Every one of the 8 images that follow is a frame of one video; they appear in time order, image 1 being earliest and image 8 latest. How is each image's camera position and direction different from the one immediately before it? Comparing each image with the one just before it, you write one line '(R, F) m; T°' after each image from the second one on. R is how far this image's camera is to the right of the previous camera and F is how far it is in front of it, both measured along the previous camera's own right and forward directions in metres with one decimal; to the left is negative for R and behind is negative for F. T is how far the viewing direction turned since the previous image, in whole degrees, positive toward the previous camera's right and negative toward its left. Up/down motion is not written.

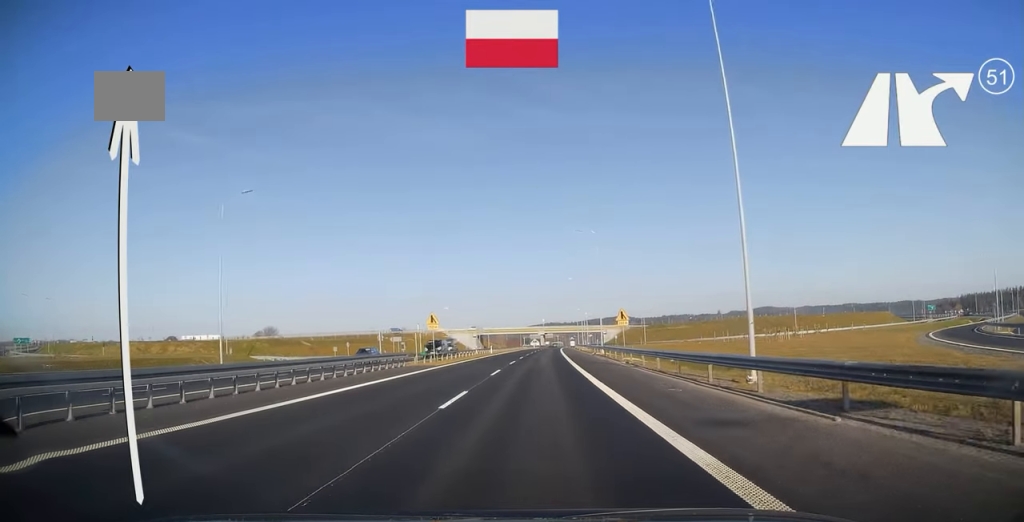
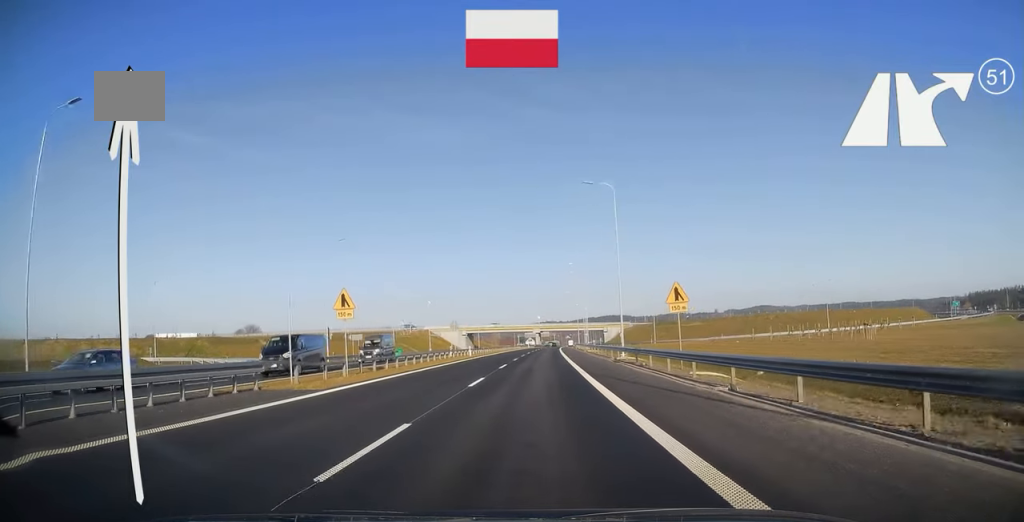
(+0.1, +18.4) m; 0°
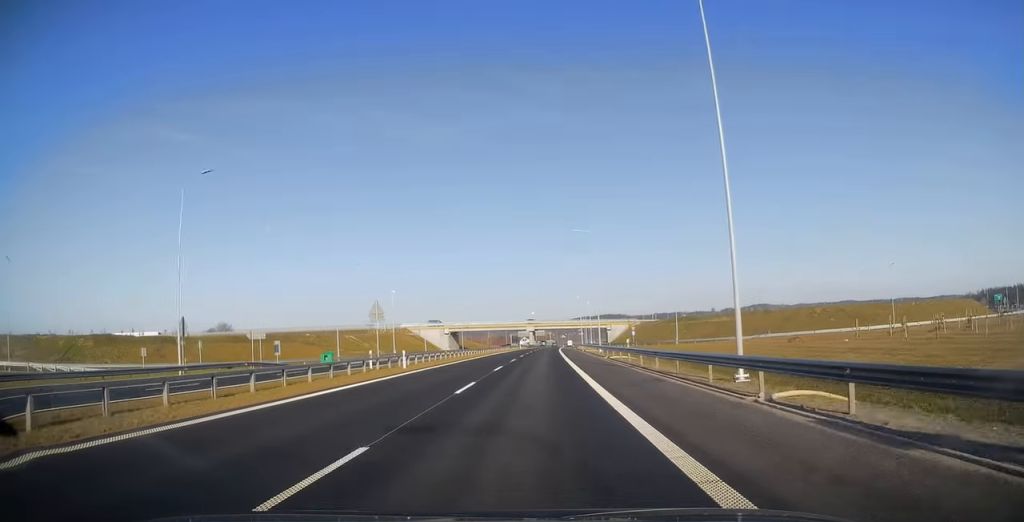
(+0.1, +26.1) m; 0°
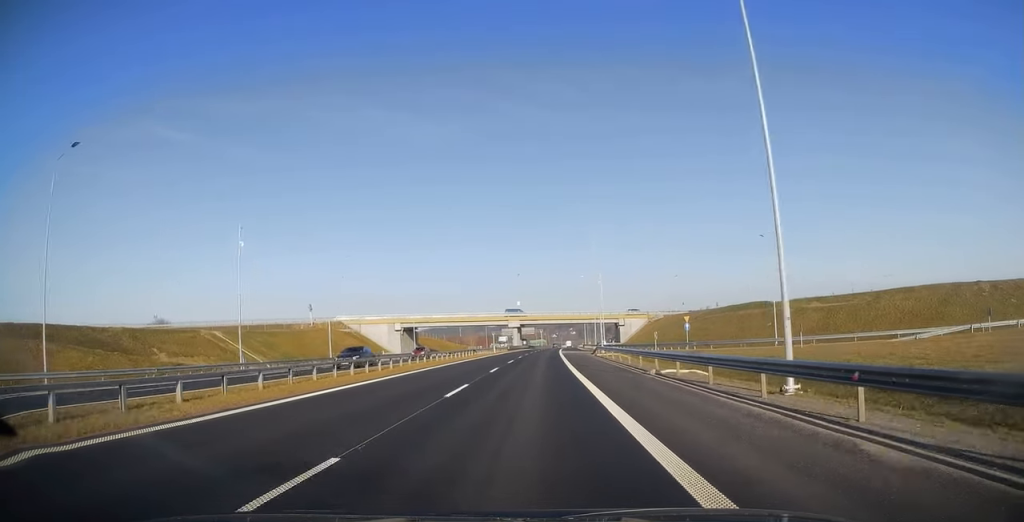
(0.0, +48.4) m; +1°
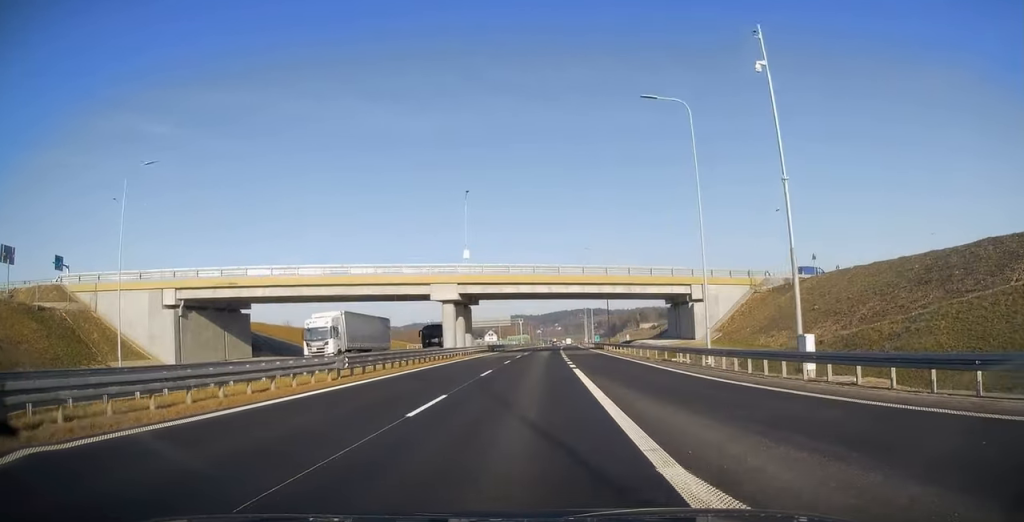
(+1.1, +75.6) m; +1°
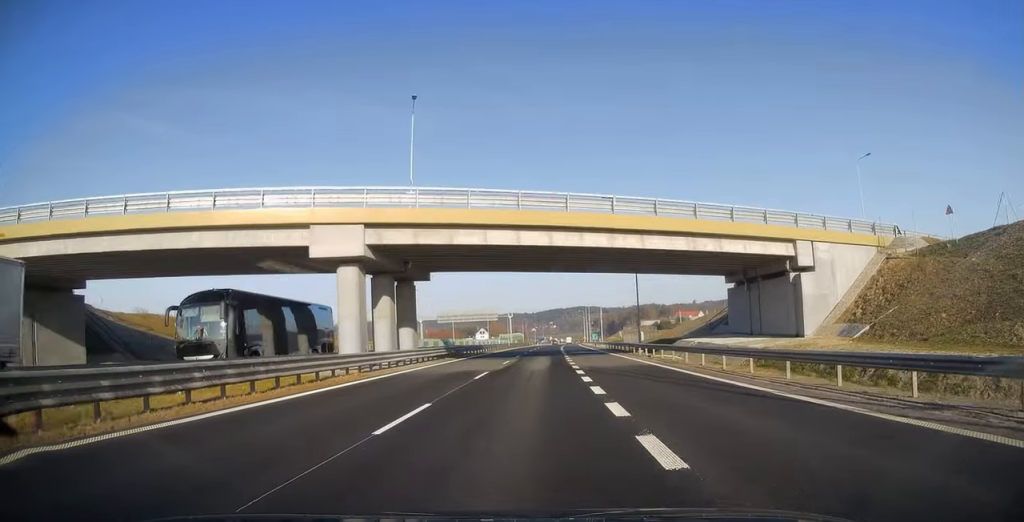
(+0.1, +26.1) m; +1°
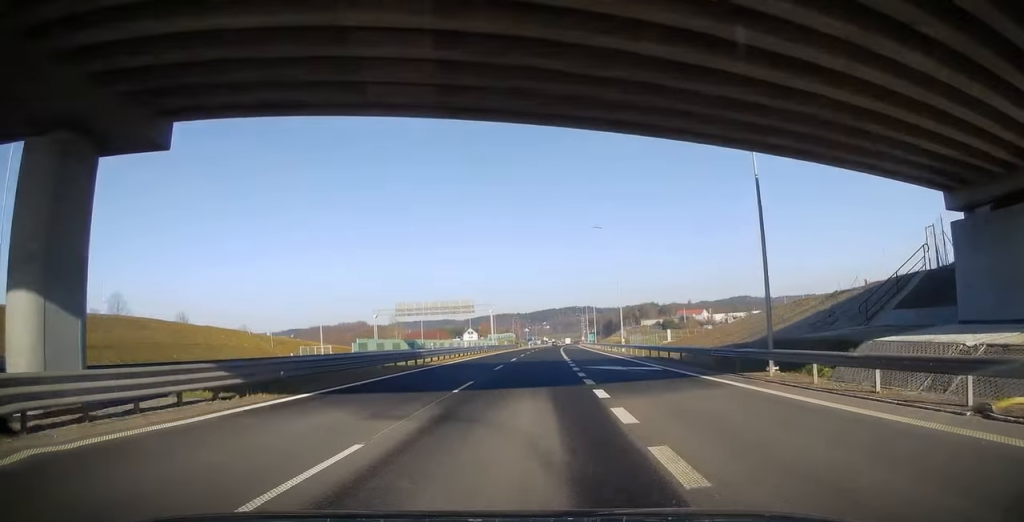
(+0.3, +28.8) m; +1°
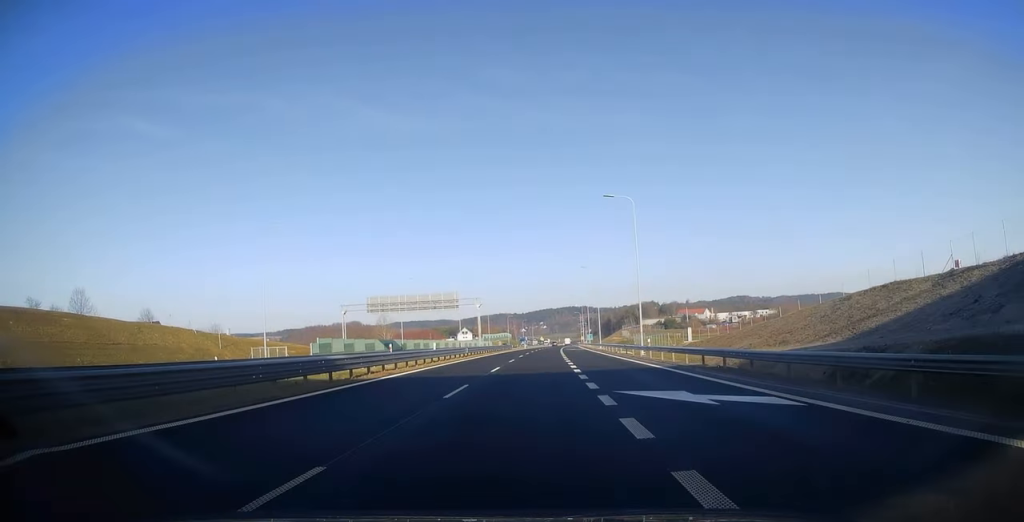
(+0.1, +13.4) m; 0°
